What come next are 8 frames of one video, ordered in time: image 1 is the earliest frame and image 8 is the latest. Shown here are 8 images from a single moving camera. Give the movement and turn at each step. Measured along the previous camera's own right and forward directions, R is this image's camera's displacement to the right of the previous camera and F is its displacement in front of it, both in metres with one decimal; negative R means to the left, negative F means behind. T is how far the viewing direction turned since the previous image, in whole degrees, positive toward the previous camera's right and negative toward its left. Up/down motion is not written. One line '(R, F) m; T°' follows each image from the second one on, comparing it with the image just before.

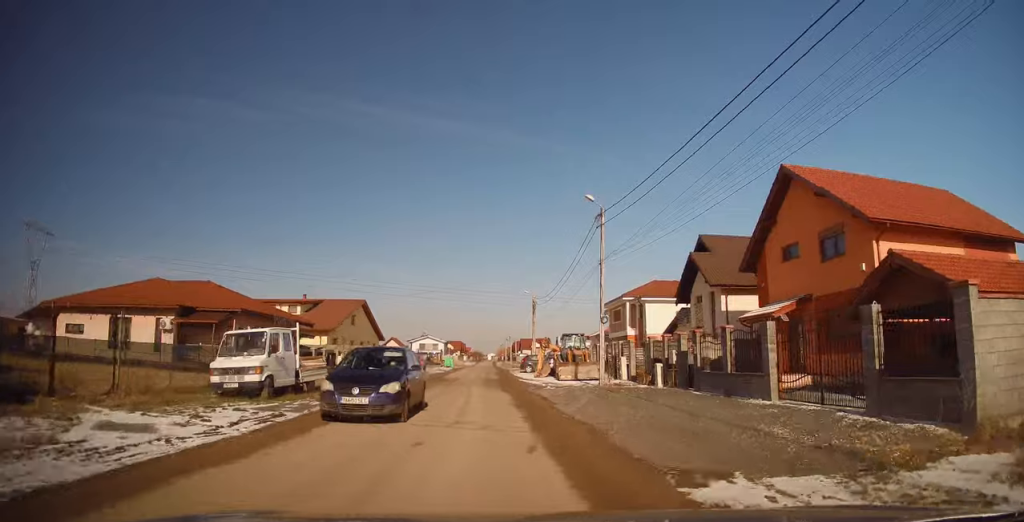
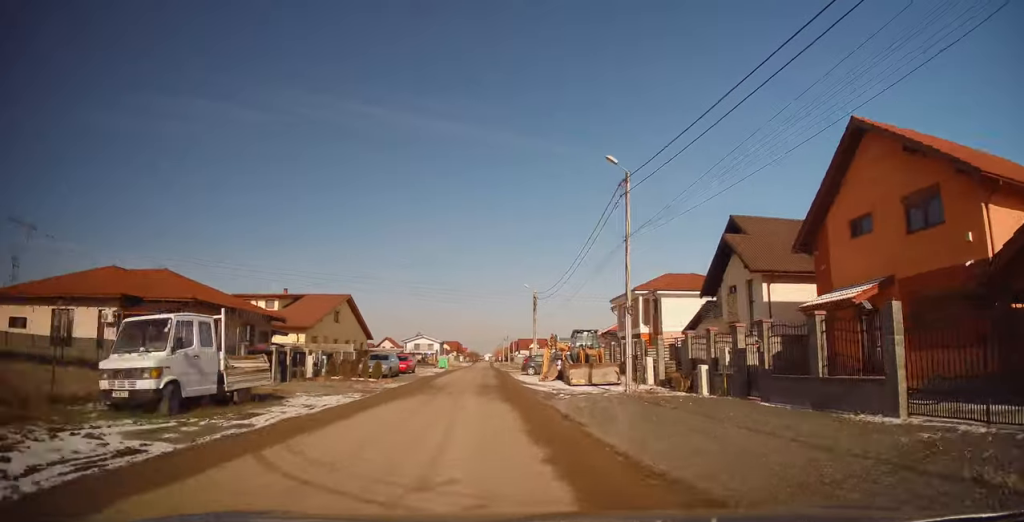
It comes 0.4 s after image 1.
(+0.1, +5.0) m; -1°
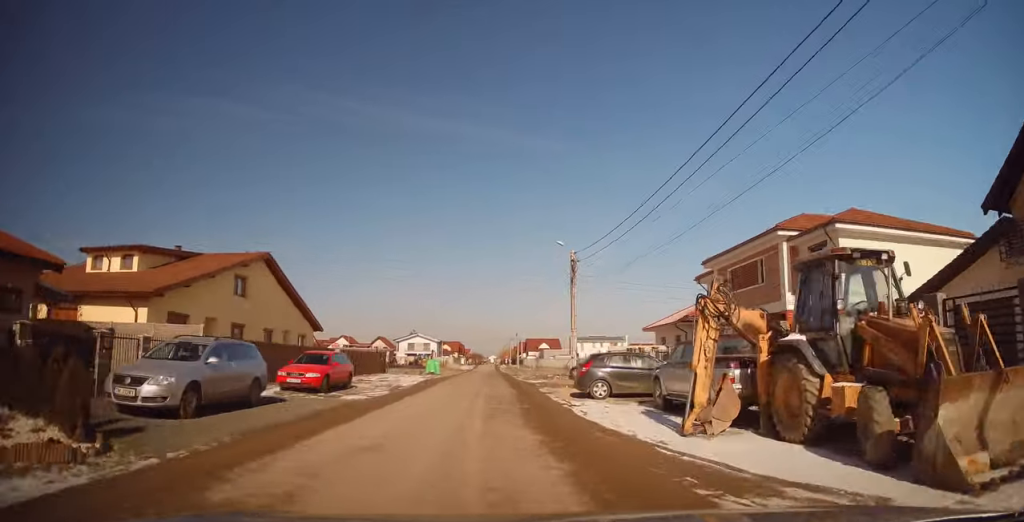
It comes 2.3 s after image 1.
(-0.4, +21.5) m; -1°
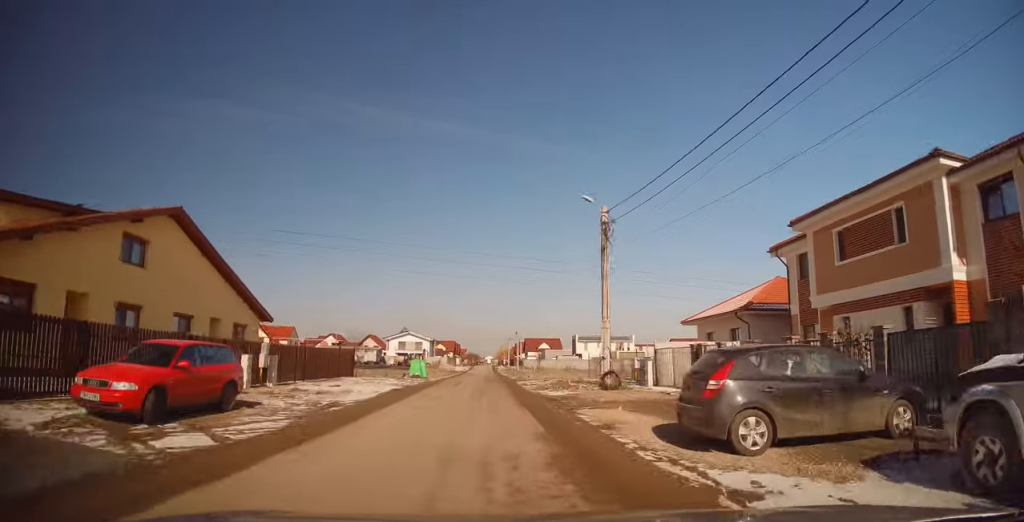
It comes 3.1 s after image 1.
(0.0, +10.2) m; 0°
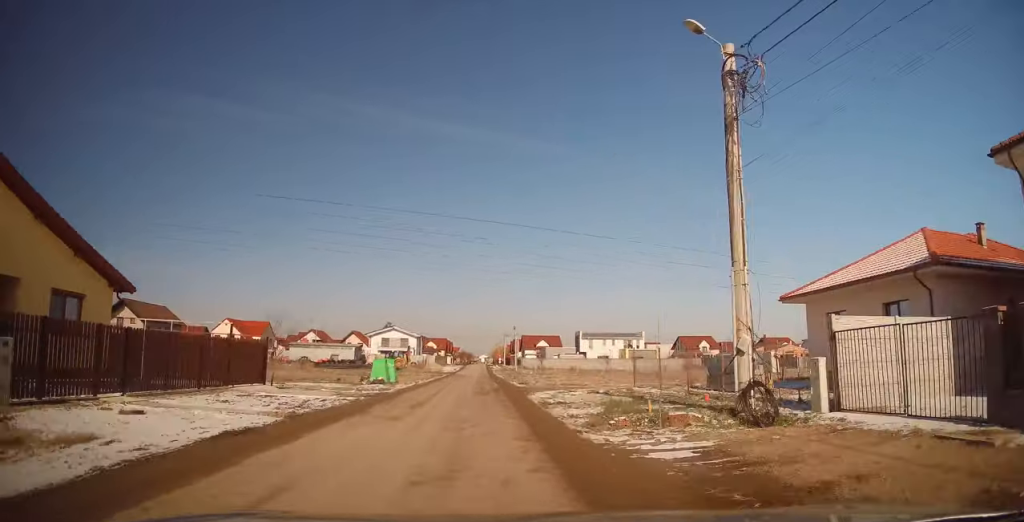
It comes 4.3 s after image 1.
(0.0, +13.8) m; 0°
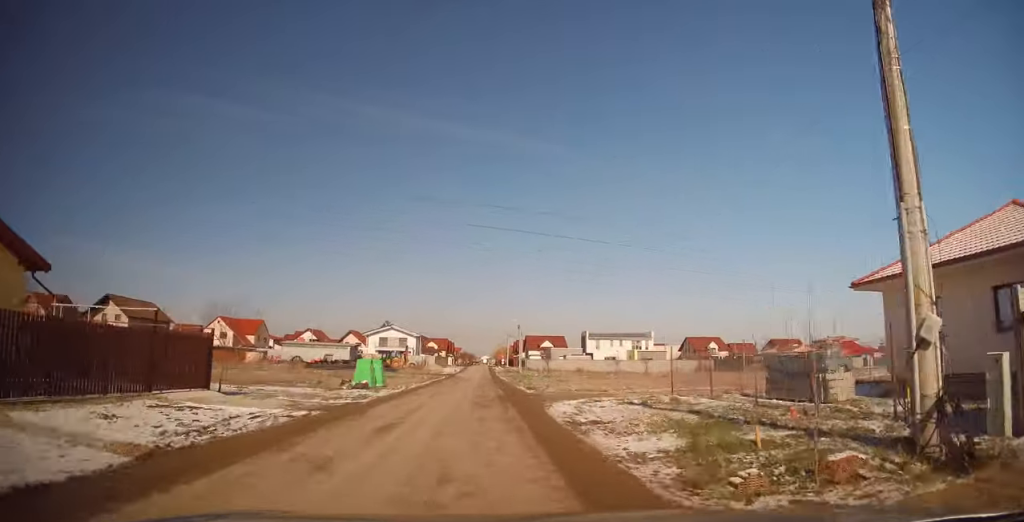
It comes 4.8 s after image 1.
(0.0, +4.9) m; 0°
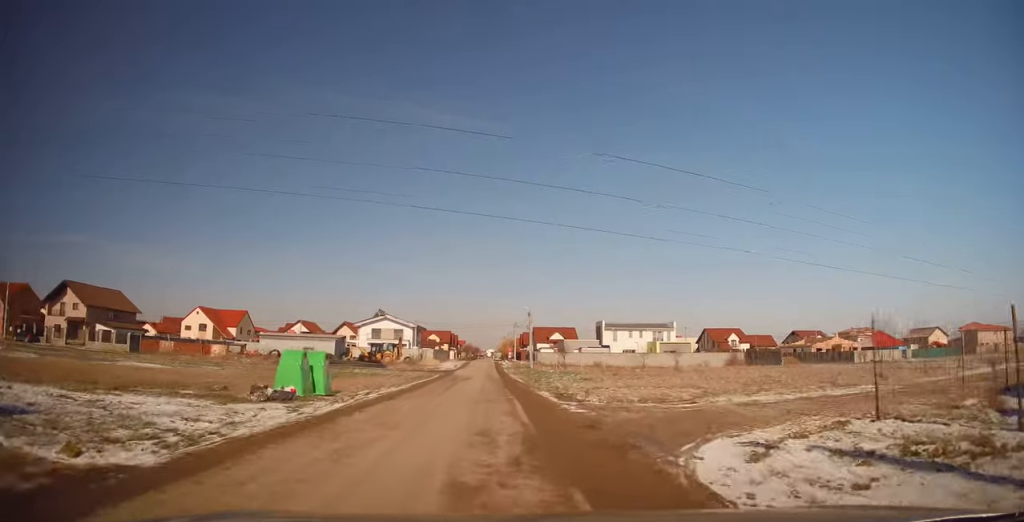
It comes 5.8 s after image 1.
(0.0, +11.4) m; +1°
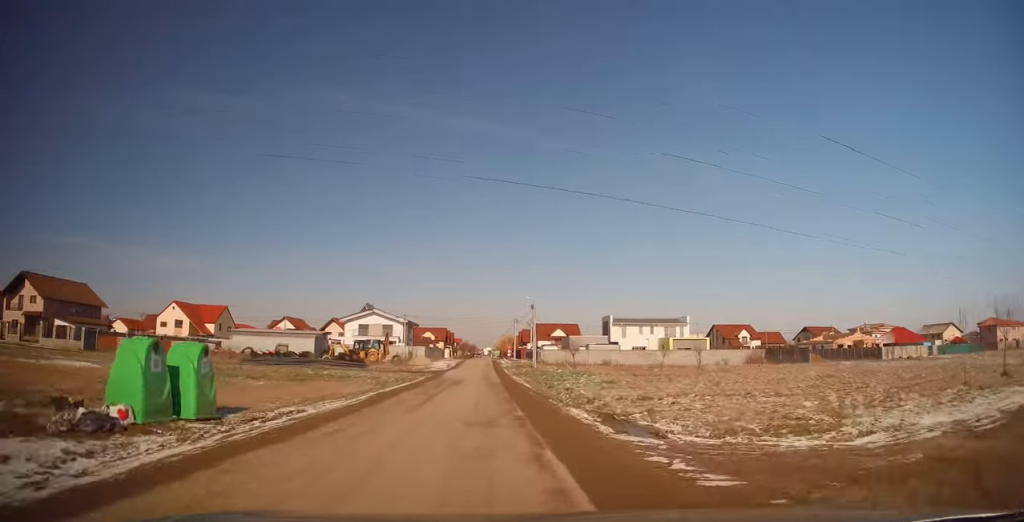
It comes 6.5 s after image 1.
(+0.3, +8.4) m; 0°
